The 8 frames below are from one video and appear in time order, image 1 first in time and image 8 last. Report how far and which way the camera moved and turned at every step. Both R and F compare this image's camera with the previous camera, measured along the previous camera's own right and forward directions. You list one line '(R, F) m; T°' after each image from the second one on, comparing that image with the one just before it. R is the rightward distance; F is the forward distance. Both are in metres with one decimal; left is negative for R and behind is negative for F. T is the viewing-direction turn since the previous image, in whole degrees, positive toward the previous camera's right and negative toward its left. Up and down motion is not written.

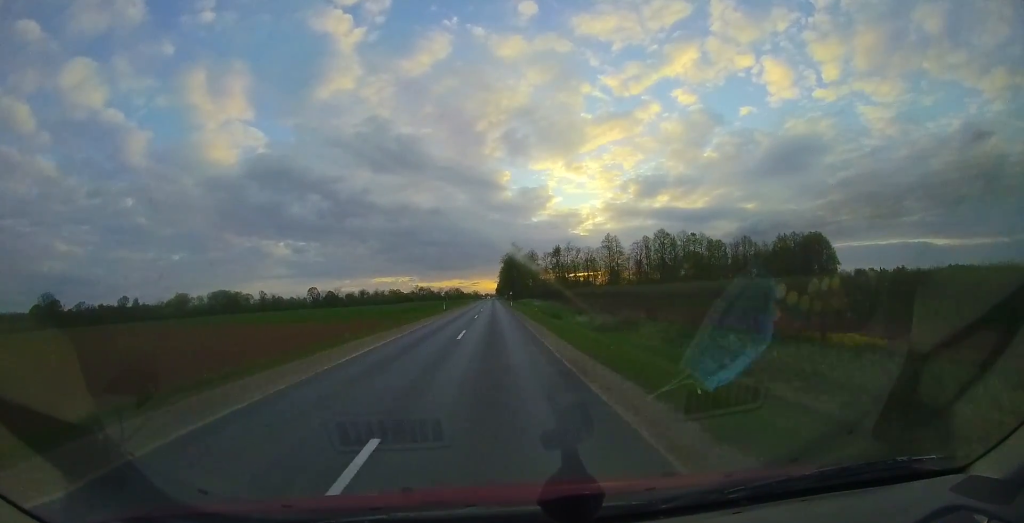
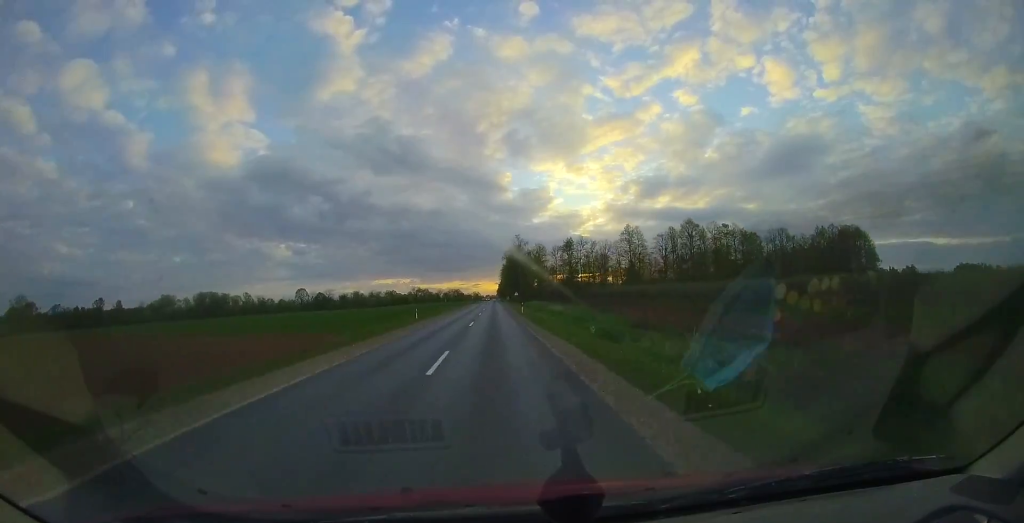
(+0.2, +17.1) m; 0°
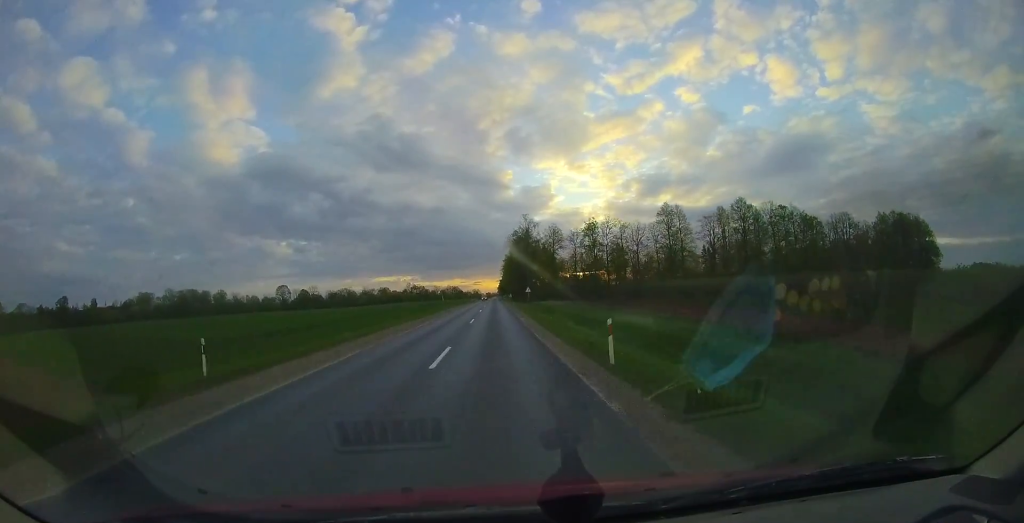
(-0.1, +23.3) m; -1°
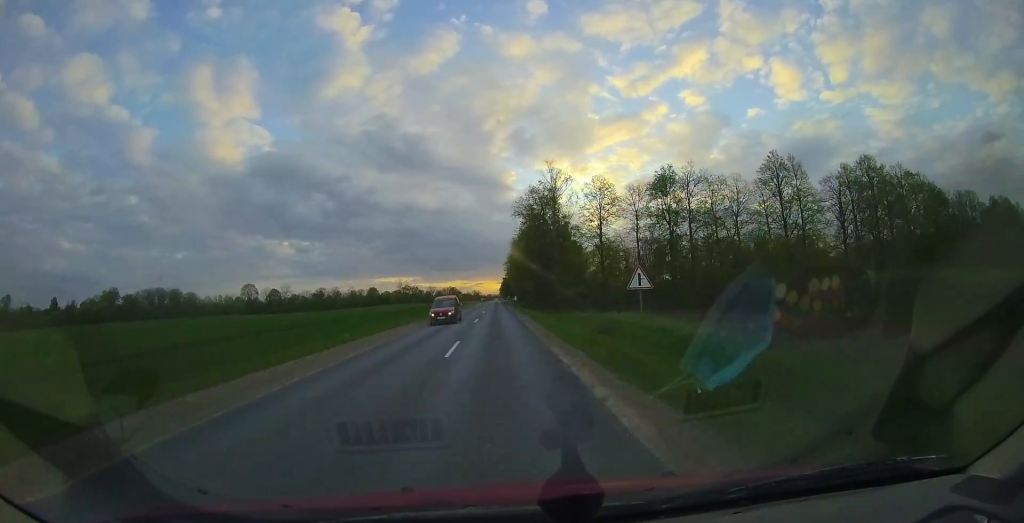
(-0.2, +34.2) m; 0°
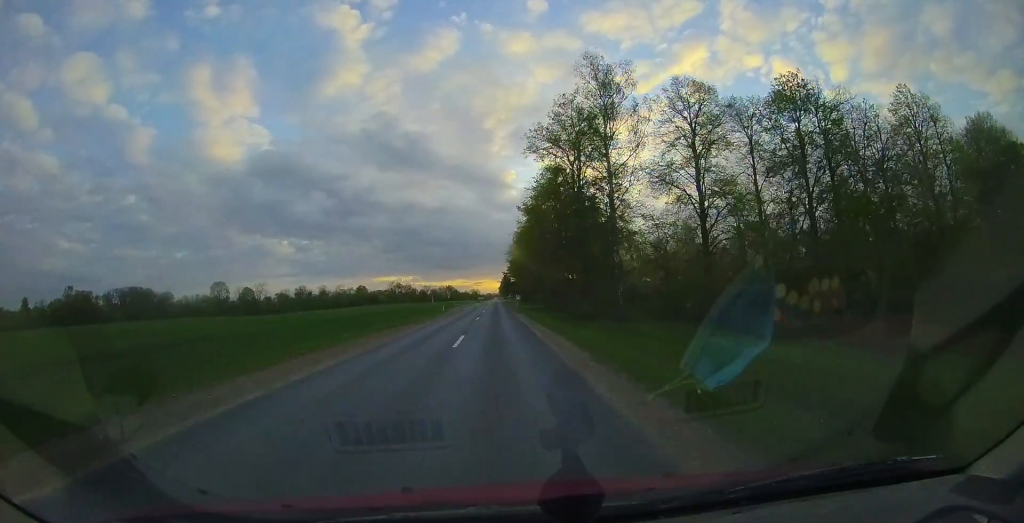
(+0.2, +22.5) m; 0°
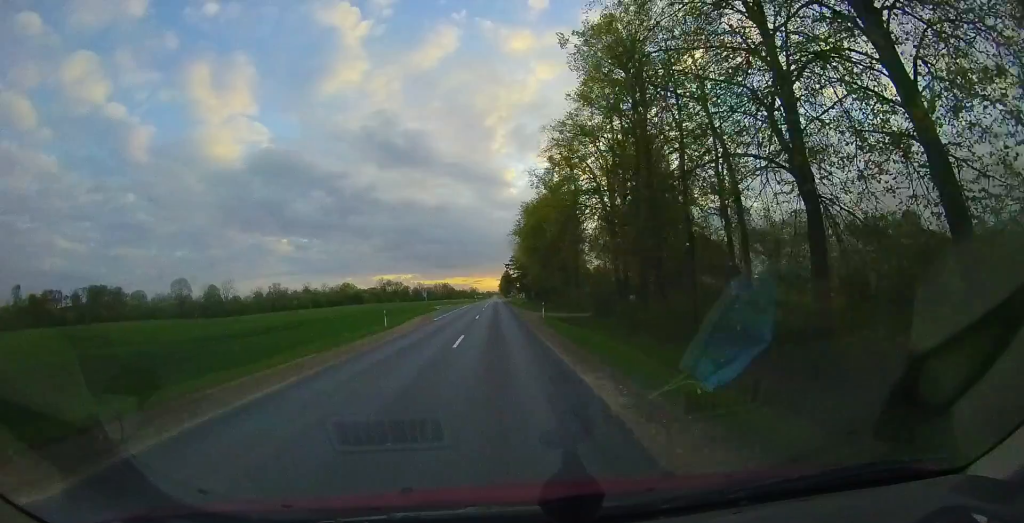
(-0.2, +24.3) m; 0°
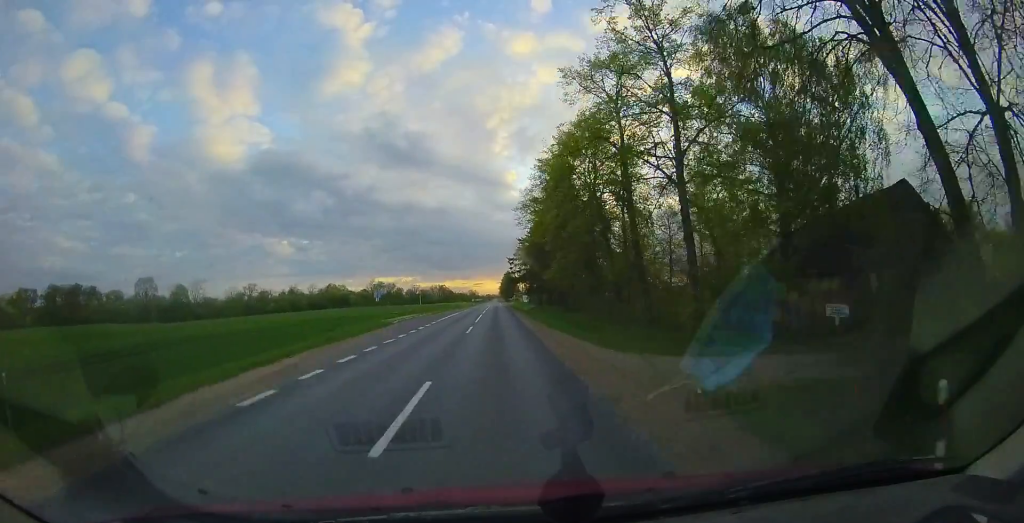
(+0.1, +19.2) m; 0°
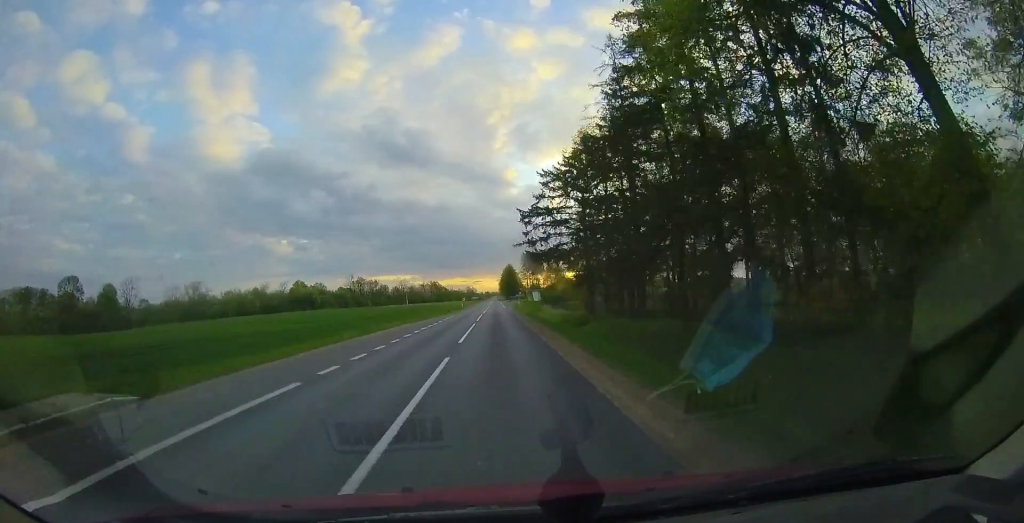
(-0.3, +33.3) m; 0°
